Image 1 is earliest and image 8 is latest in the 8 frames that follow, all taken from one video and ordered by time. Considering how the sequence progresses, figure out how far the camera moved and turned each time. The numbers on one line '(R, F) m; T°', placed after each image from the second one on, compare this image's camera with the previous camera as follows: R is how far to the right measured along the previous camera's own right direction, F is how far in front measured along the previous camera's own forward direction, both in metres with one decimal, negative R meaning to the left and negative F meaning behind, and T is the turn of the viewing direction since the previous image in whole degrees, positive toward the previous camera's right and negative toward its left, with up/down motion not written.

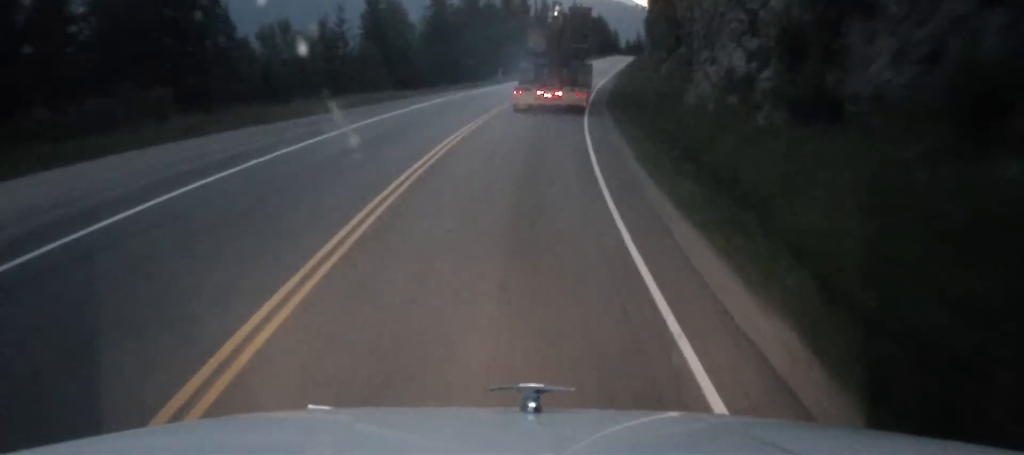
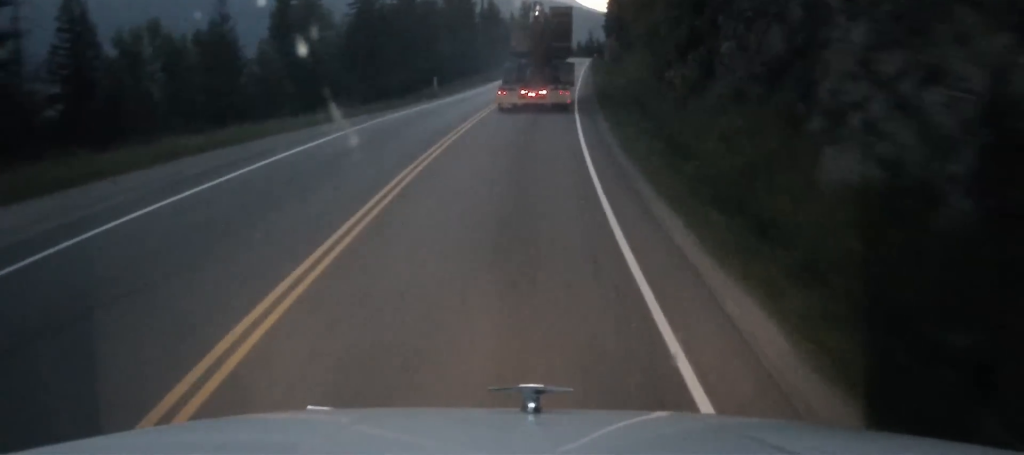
(0.0, +19.6) m; 0°
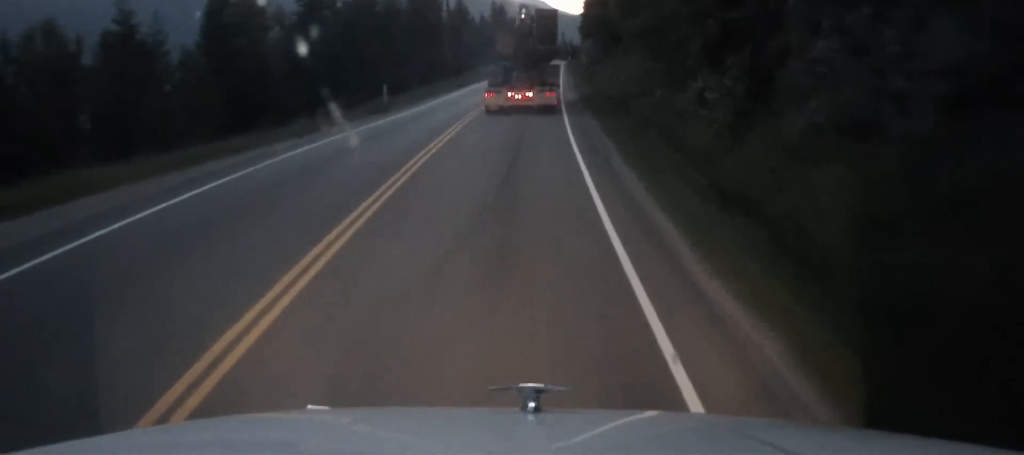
(0.0, +11.4) m; 0°
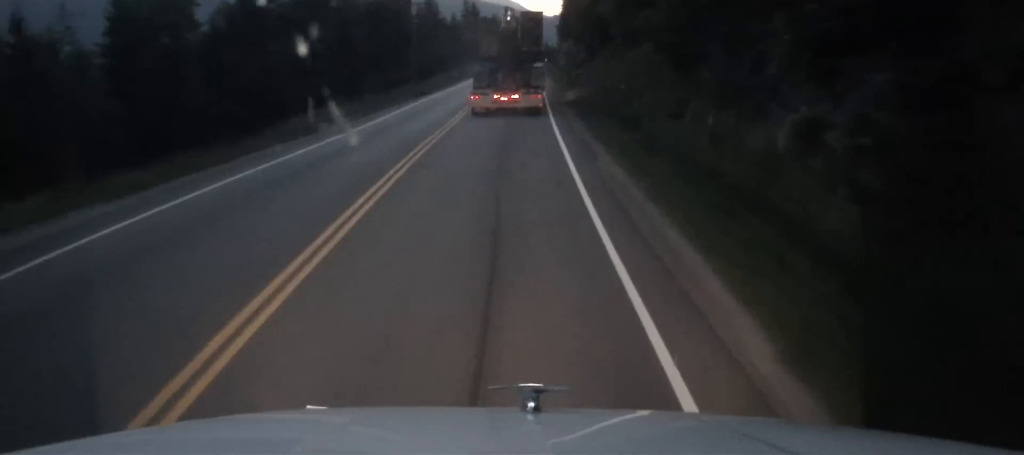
(0.0, +12.7) m; 0°
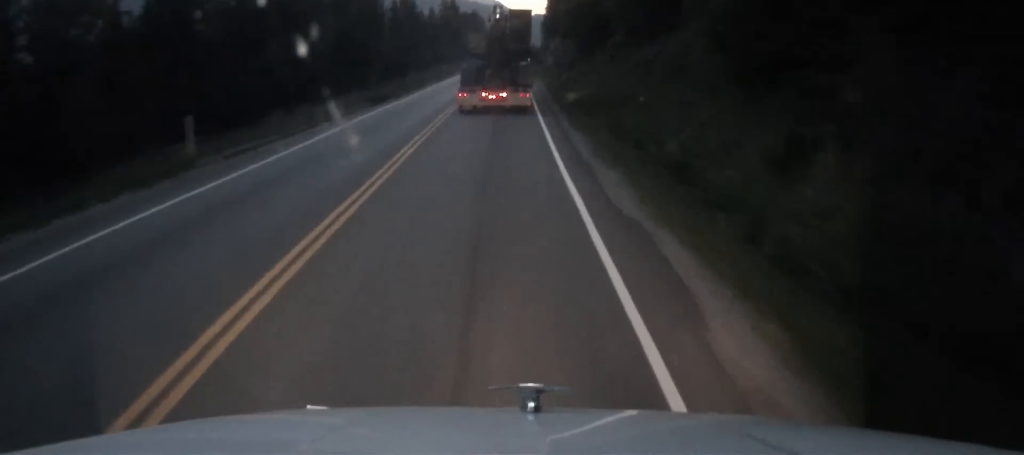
(0.0, +12.1) m; 0°
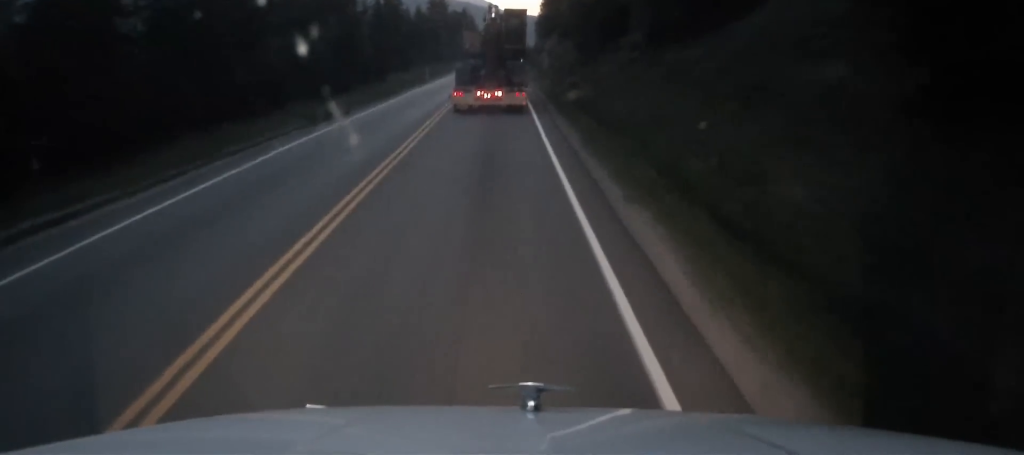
(0.0, +12.1) m; 0°
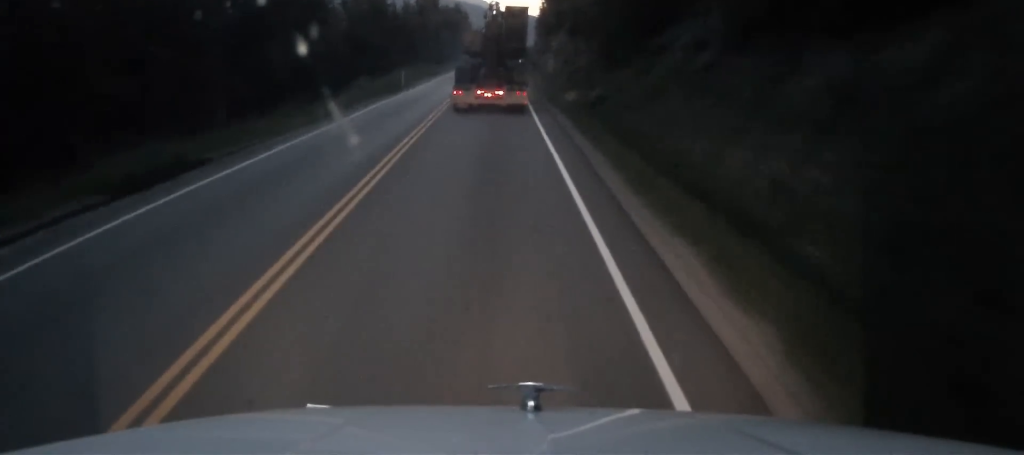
(0.0, +17.8) m; 0°
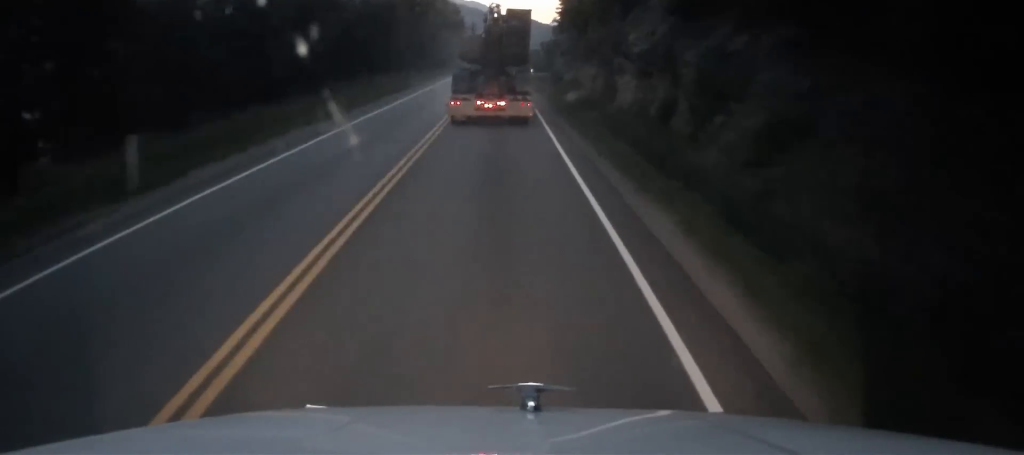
(0.0, +50.5) m; 0°
